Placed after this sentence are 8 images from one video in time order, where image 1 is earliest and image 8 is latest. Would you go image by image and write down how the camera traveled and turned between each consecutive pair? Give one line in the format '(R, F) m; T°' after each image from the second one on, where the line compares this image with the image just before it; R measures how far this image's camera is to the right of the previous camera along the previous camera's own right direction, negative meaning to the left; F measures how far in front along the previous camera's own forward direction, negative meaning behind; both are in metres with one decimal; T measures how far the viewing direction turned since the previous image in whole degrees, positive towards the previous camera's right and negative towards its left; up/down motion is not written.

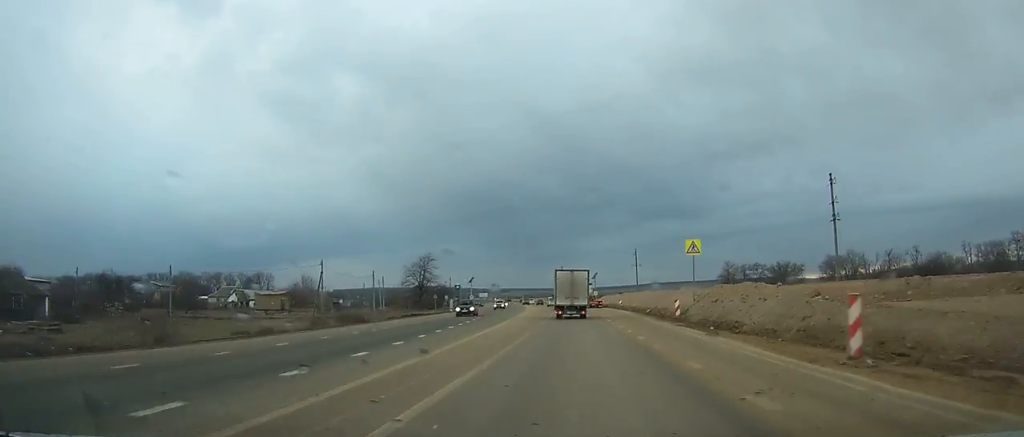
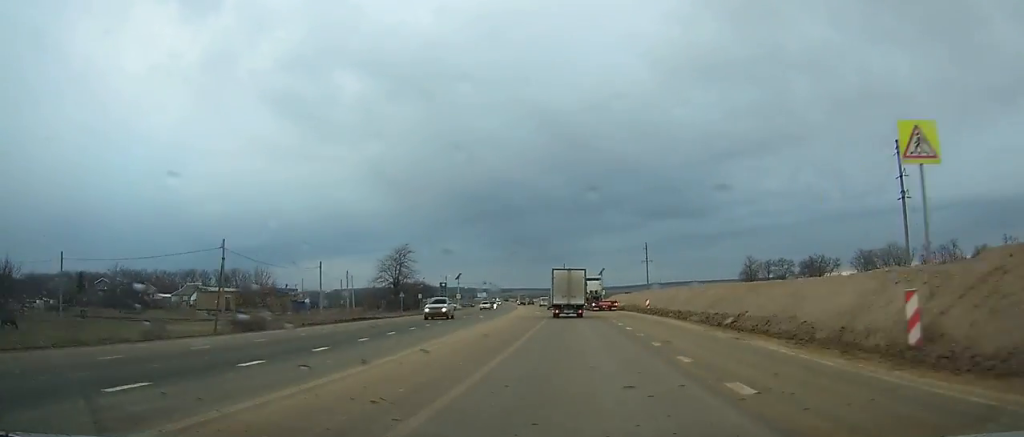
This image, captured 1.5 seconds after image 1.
(-0.1, +22.5) m; -1°
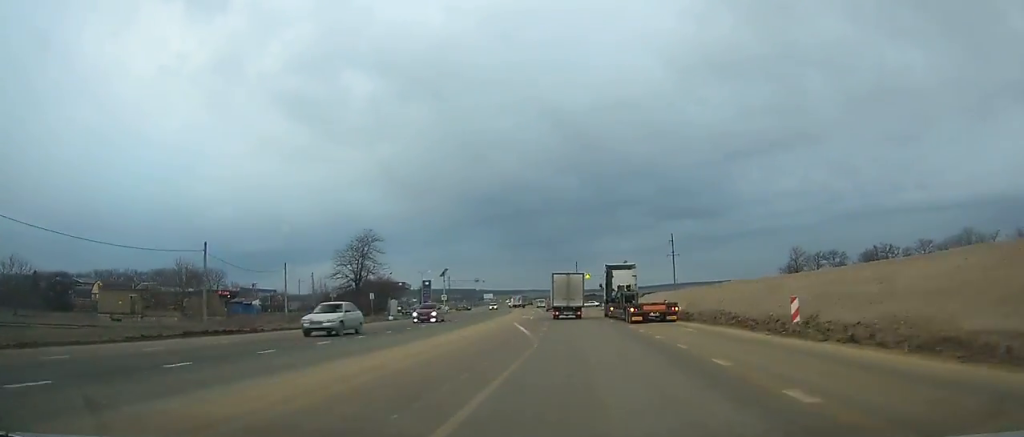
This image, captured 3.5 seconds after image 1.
(-0.2, +30.0) m; -1°
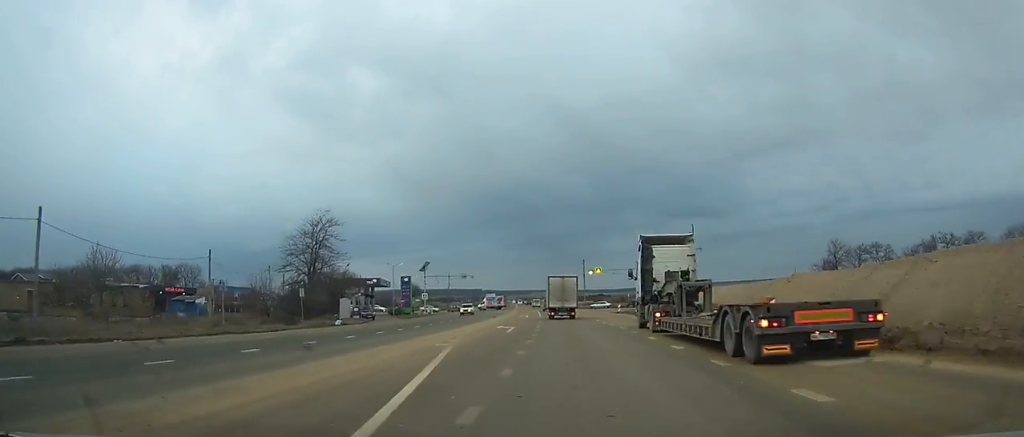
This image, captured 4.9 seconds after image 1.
(-0.4, +21.9) m; -1°
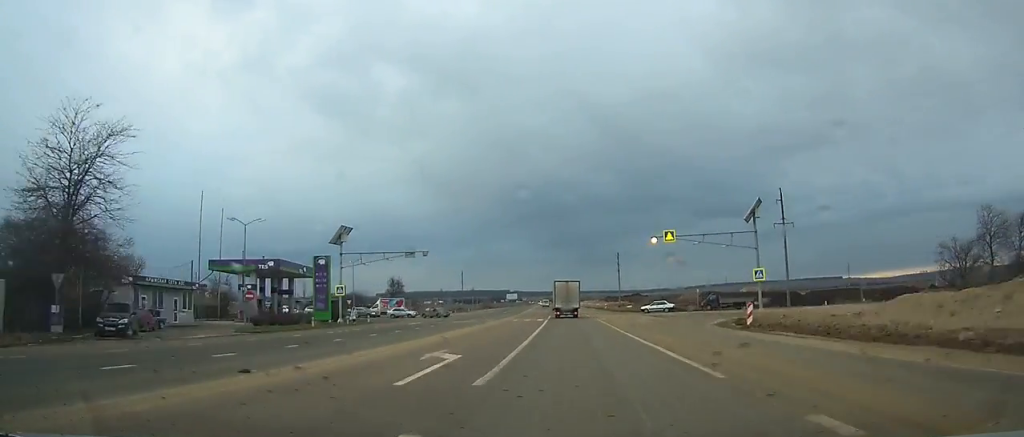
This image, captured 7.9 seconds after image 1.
(-1.0, +48.6) m; -2°
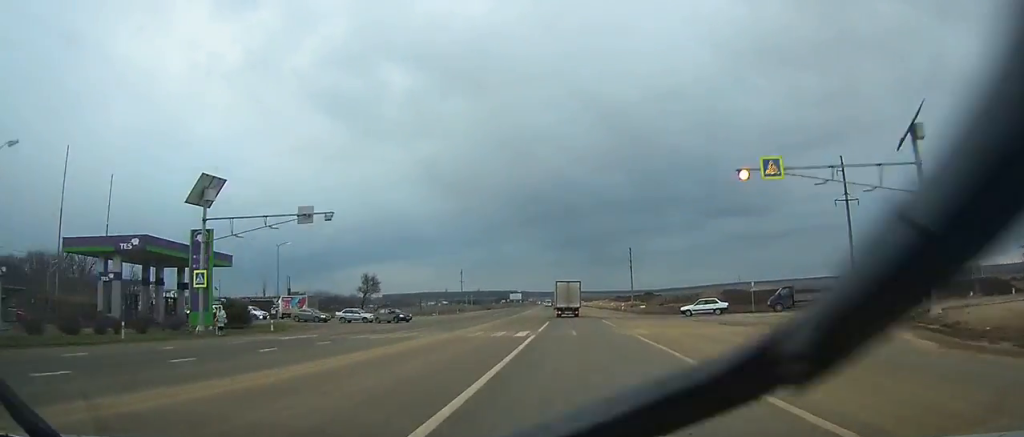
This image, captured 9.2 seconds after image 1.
(-0.2, +22.1) m; -1°
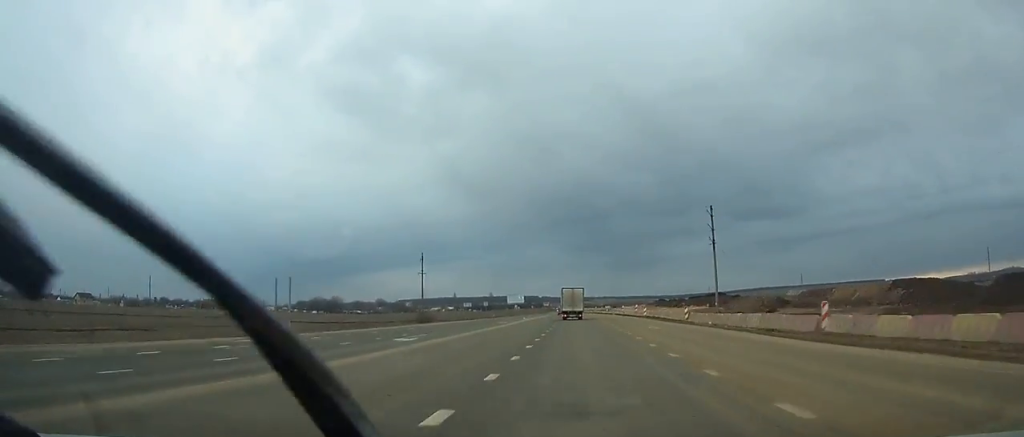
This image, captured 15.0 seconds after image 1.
(-2.6, +106.9) m; -3°
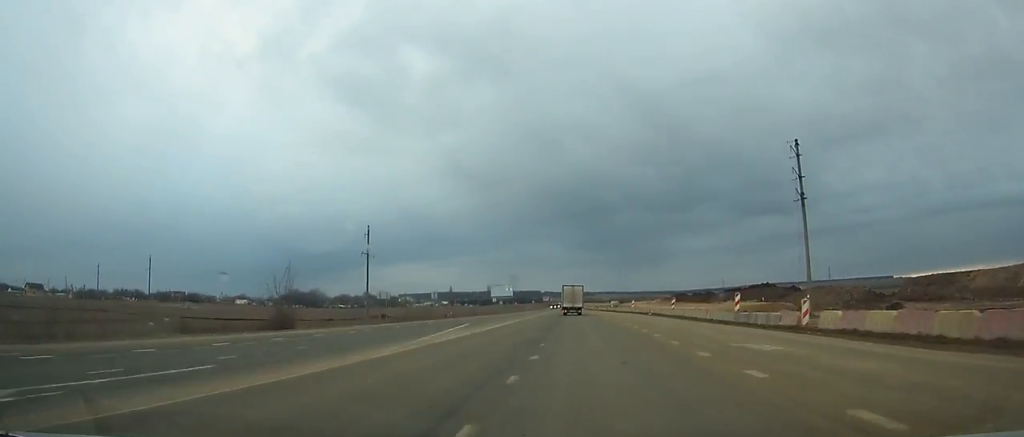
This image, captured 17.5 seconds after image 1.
(-0.2, +48.5) m; 0°
